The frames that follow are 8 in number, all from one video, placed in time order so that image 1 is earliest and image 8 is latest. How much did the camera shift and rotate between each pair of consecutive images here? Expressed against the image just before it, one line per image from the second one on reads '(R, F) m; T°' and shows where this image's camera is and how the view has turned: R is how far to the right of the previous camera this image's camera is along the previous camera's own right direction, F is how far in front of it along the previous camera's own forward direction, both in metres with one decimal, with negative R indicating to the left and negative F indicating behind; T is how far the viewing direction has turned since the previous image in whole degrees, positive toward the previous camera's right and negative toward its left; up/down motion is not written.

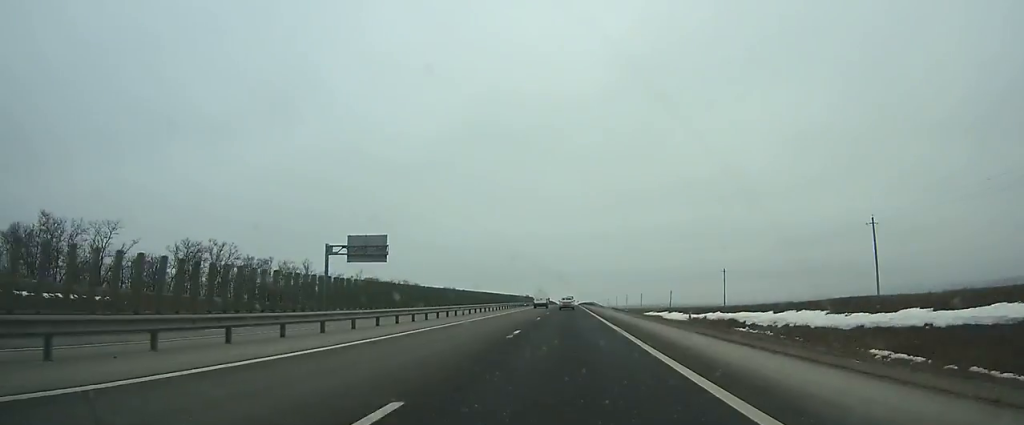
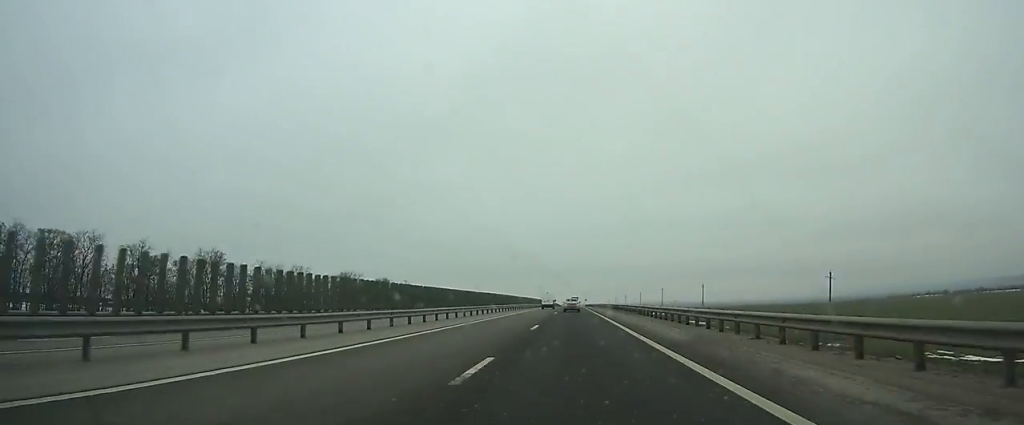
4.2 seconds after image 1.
(-0.1, +126.3) m; 0°
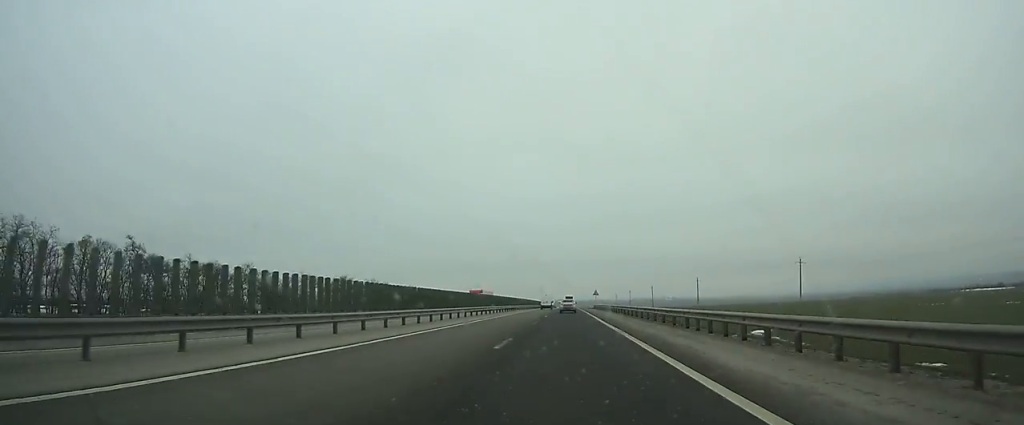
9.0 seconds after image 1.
(+0.5, +134.7) m; 0°
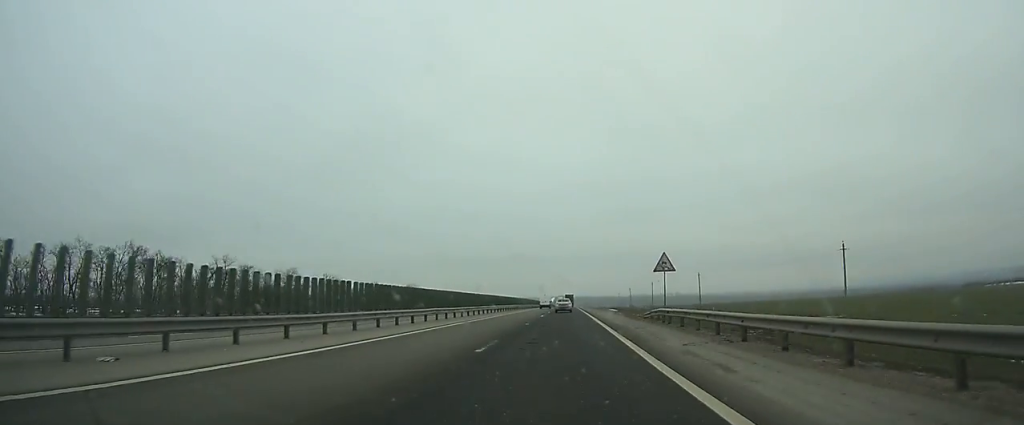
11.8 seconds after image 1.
(0.0, +78.8) m; 0°
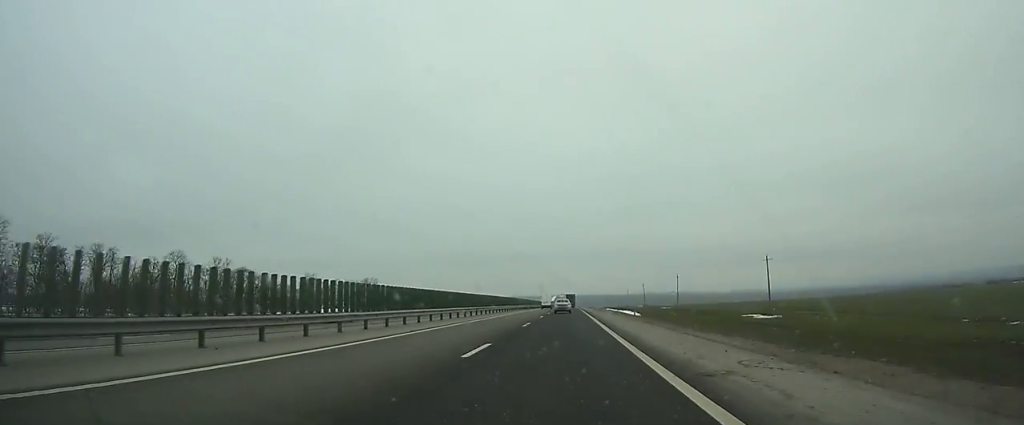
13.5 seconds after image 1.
(0.0, +48.3) m; 0°
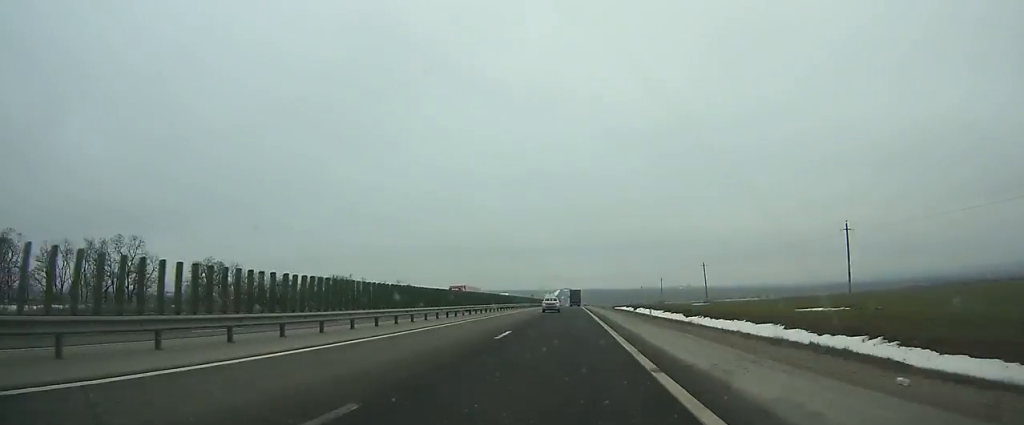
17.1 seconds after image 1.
(-0.2, +103.5) m; 0°
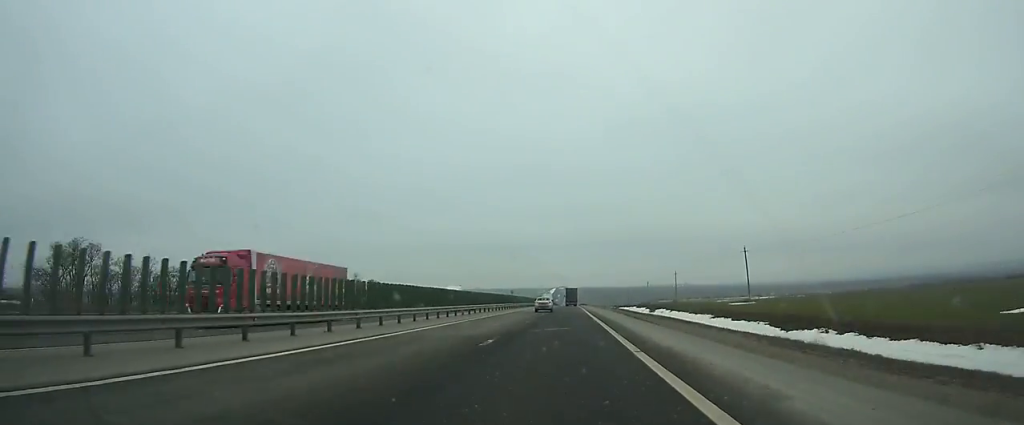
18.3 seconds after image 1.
(0.0, +34.5) m; 0°
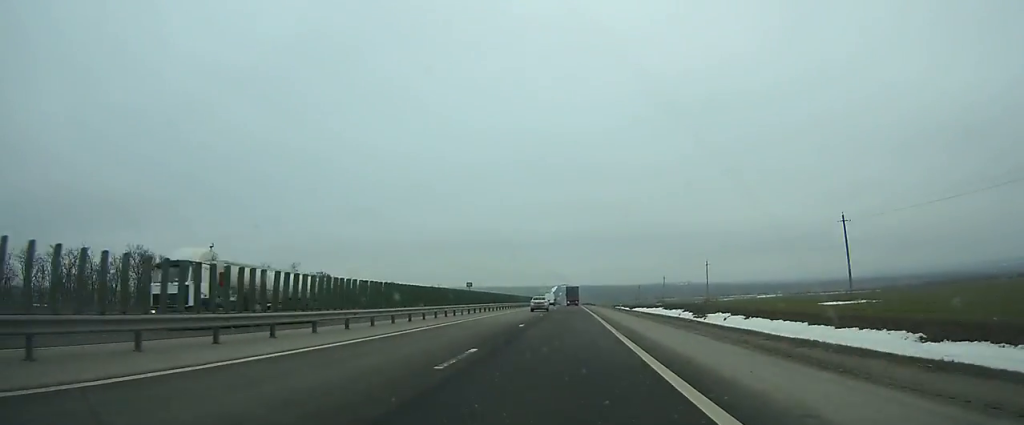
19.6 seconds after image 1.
(0.0, +37.4) m; 0°
